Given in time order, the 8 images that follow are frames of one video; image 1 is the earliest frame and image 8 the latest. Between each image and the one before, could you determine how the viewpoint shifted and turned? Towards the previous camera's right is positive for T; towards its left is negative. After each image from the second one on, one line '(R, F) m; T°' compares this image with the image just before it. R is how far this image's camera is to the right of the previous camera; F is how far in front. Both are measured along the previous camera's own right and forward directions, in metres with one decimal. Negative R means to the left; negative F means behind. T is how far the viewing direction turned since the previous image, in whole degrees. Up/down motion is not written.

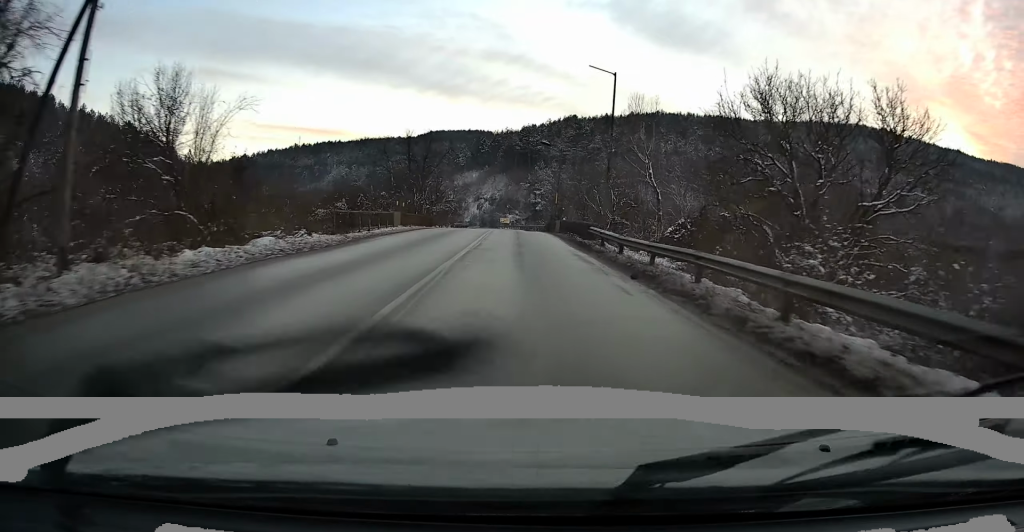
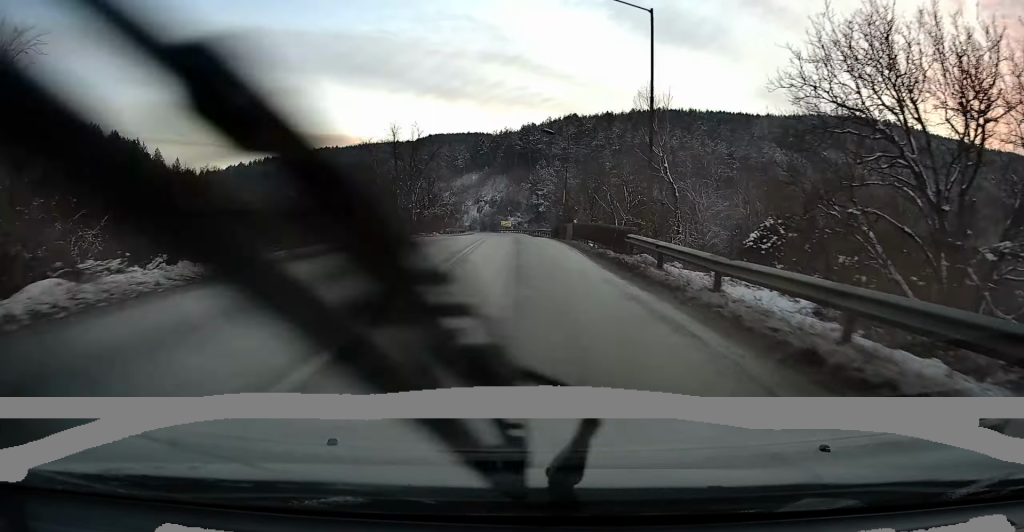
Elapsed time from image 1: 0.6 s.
(0.0, +9.3) m; 0°
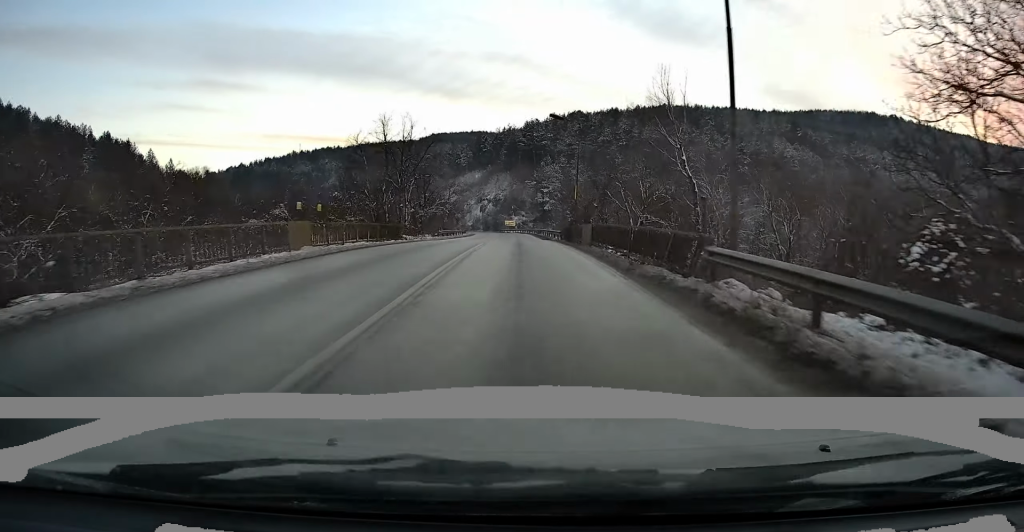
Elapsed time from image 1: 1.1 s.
(+0.1, +7.2) m; 0°
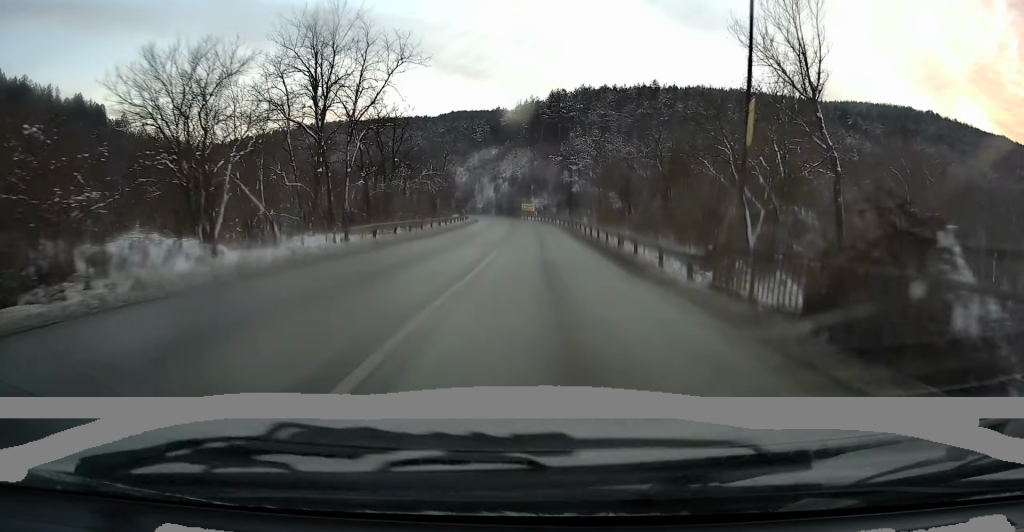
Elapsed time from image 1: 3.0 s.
(-0.5, +30.1) m; -1°
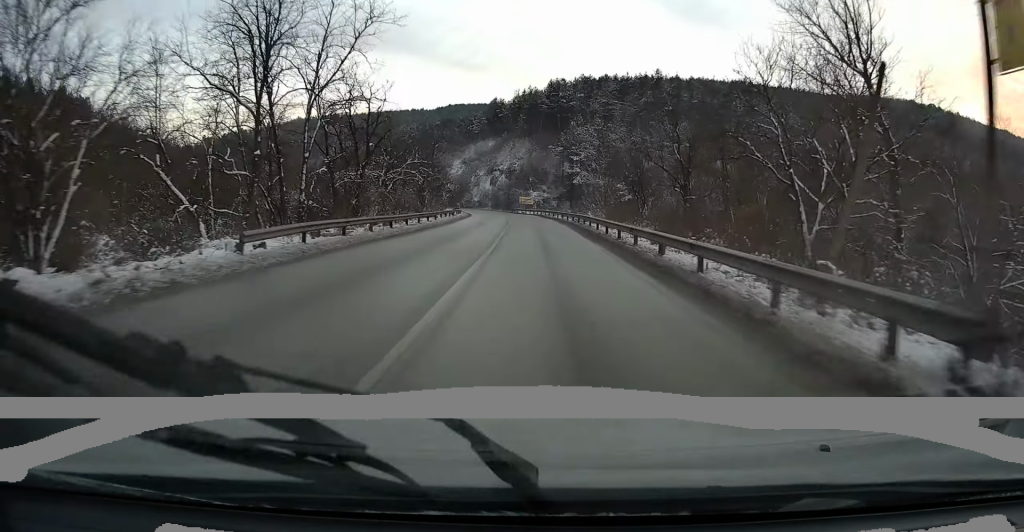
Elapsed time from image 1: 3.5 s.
(0.0, +7.7) m; 0°
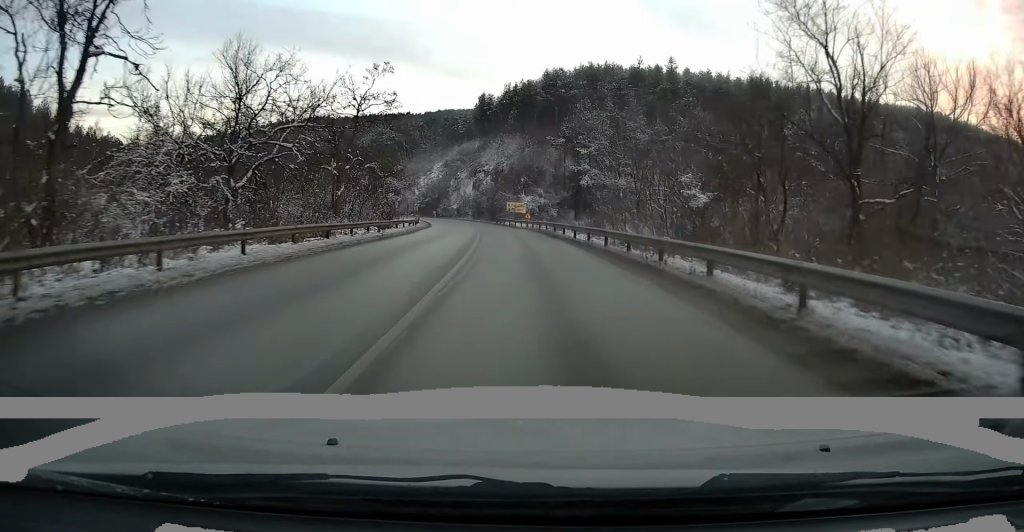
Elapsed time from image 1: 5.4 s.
(+0.3, +28.9) m; +1°
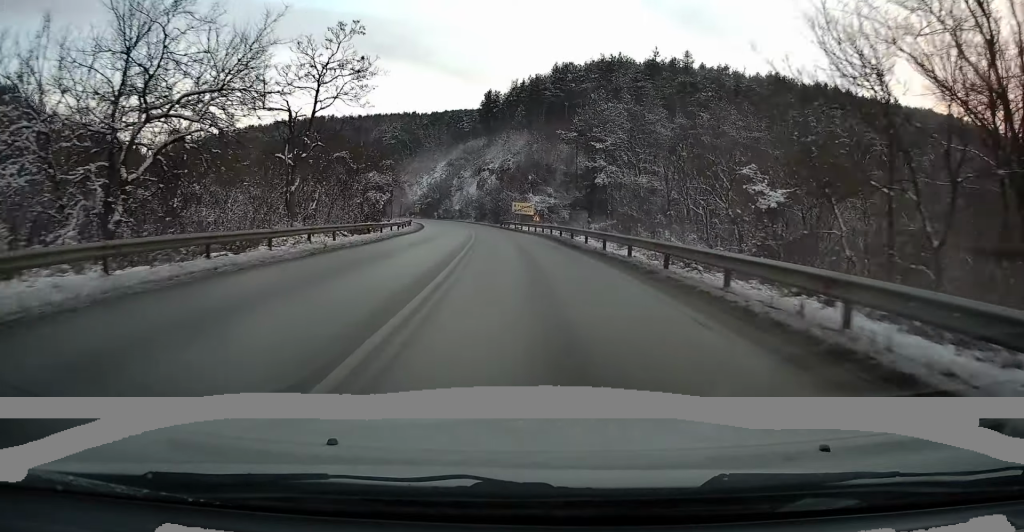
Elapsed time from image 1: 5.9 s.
(-0.1, +9.1) m; -1°
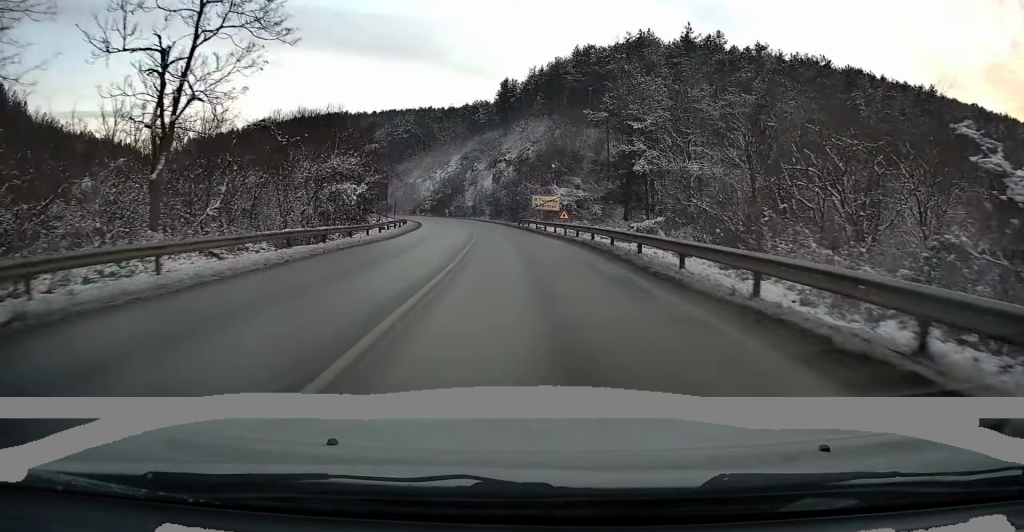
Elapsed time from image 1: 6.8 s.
(-0.2, +13.5) m; -2°
